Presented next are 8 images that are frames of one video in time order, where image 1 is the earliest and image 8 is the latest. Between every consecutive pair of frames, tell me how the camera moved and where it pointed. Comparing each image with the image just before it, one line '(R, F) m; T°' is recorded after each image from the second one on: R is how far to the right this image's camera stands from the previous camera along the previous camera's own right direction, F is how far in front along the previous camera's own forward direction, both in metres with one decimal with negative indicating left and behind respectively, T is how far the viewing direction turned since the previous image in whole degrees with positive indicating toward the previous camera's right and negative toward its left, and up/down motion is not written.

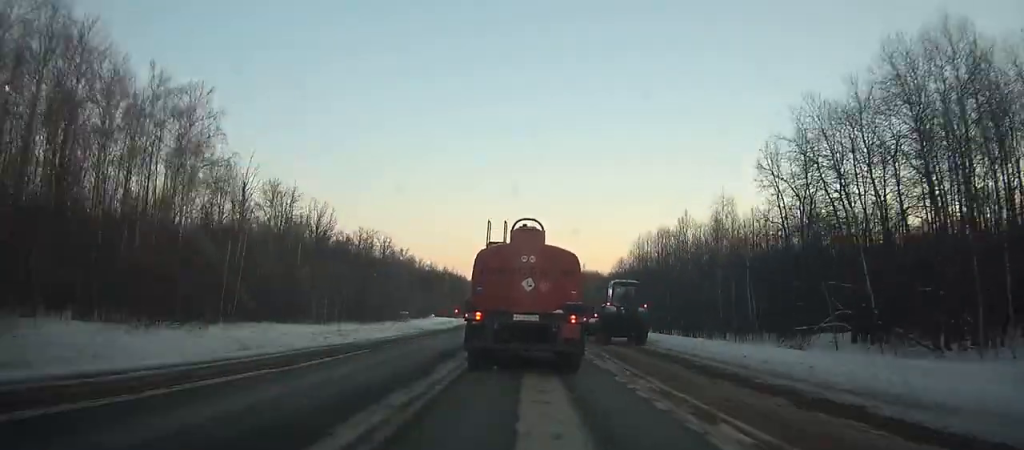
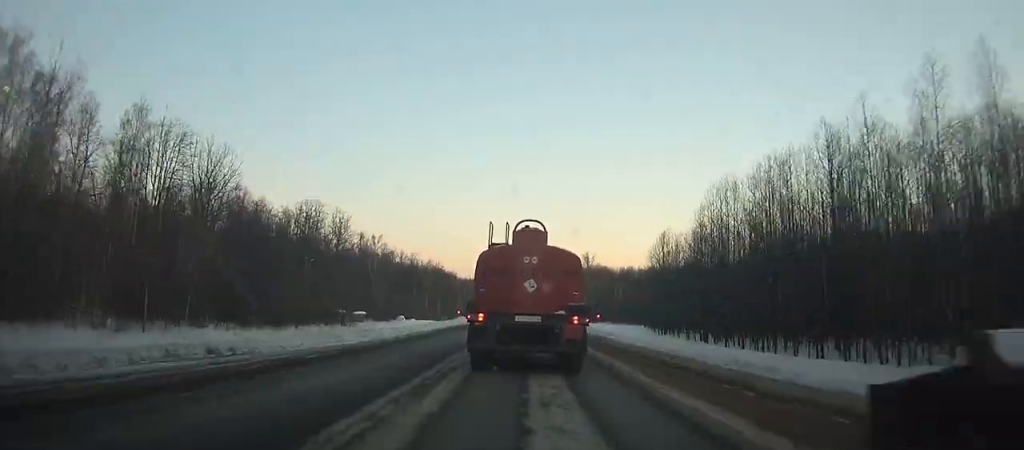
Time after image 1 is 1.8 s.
(-1.0, +35.6) m; +3°
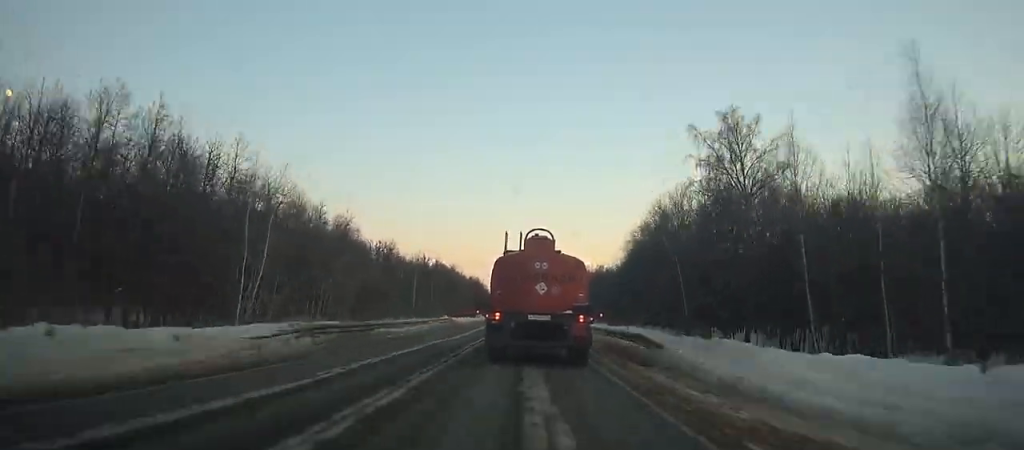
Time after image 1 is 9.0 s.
(-9.6, +144.6) m; -7°
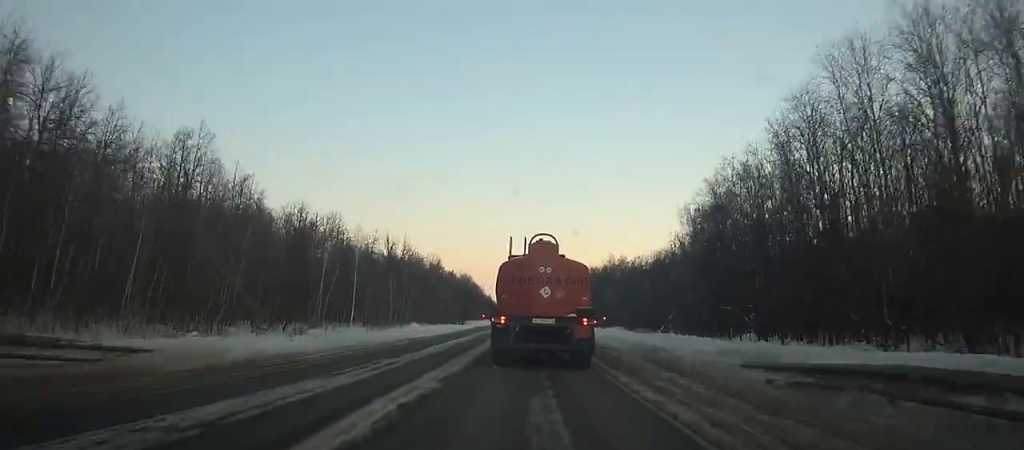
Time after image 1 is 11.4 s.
(+1.9, +50.2) m; +2°
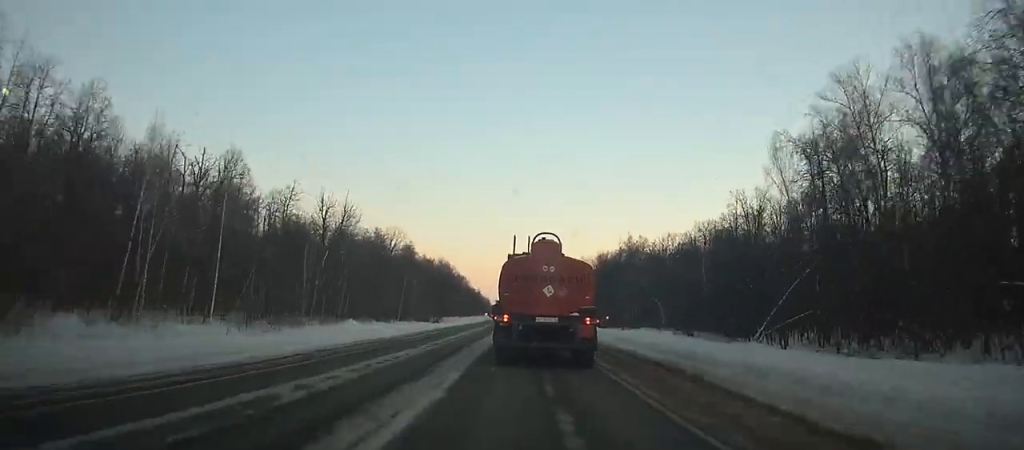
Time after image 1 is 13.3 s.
(0.0, +40.0) m; 0°
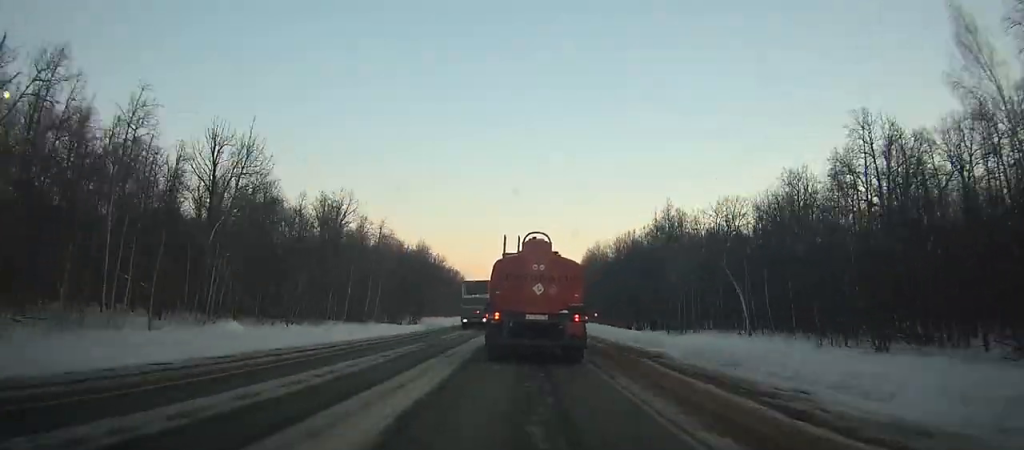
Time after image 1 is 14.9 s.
(+0.1, +33.8) m; 0°
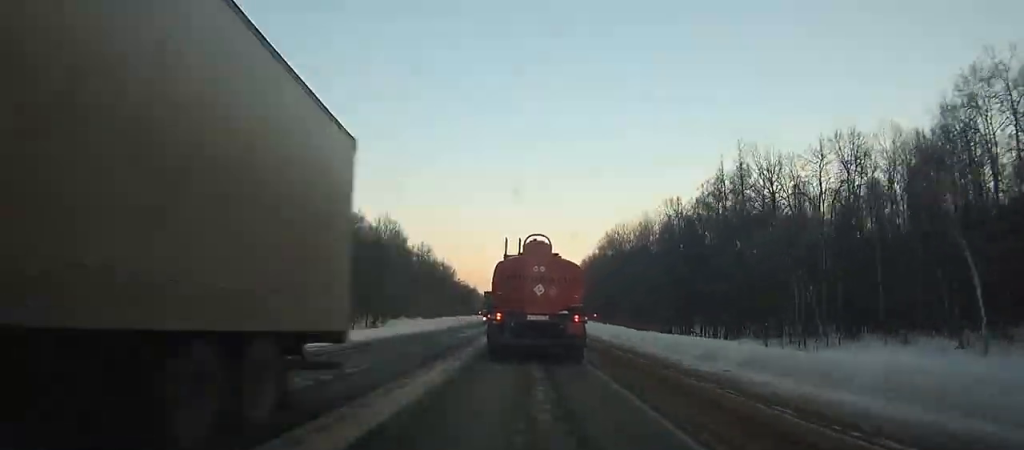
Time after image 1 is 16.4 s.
(+0.2, +31.7) m; 0°
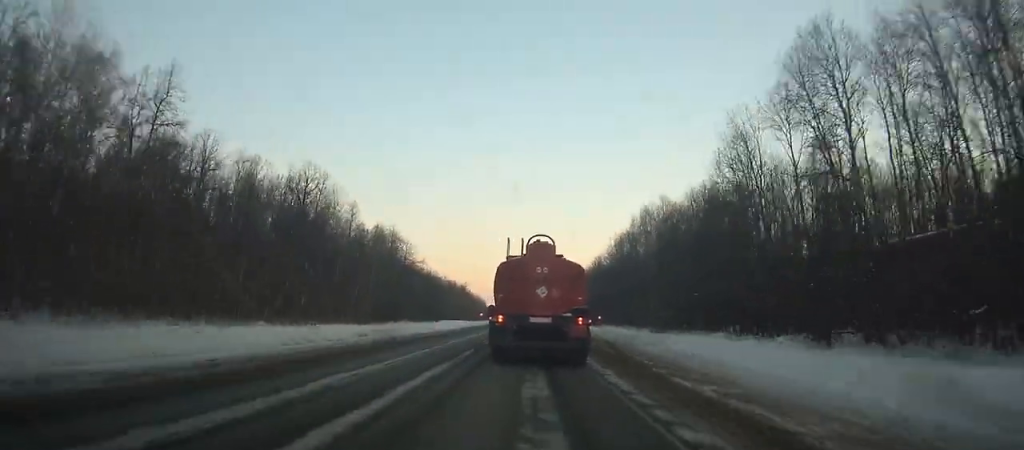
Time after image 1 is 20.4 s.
(-0.2, +85.3) m; 0°
